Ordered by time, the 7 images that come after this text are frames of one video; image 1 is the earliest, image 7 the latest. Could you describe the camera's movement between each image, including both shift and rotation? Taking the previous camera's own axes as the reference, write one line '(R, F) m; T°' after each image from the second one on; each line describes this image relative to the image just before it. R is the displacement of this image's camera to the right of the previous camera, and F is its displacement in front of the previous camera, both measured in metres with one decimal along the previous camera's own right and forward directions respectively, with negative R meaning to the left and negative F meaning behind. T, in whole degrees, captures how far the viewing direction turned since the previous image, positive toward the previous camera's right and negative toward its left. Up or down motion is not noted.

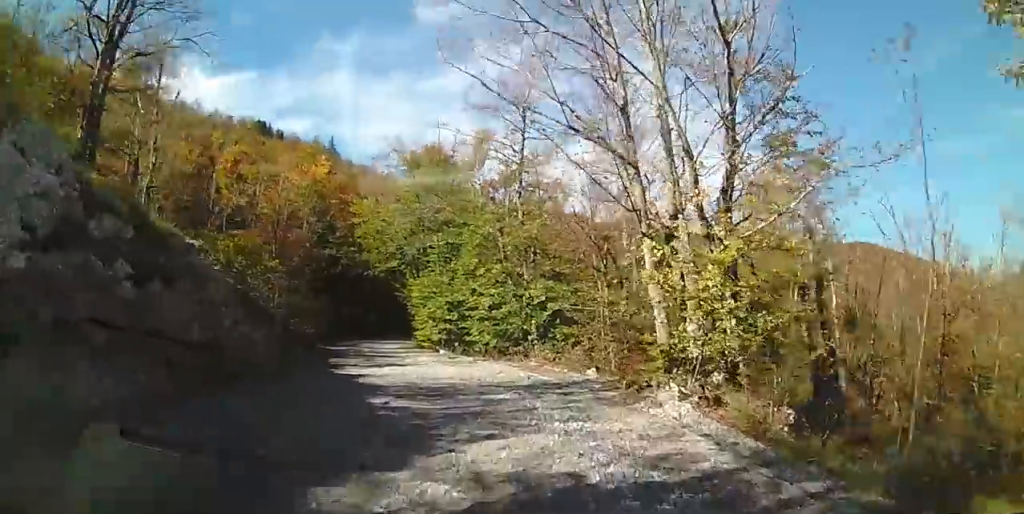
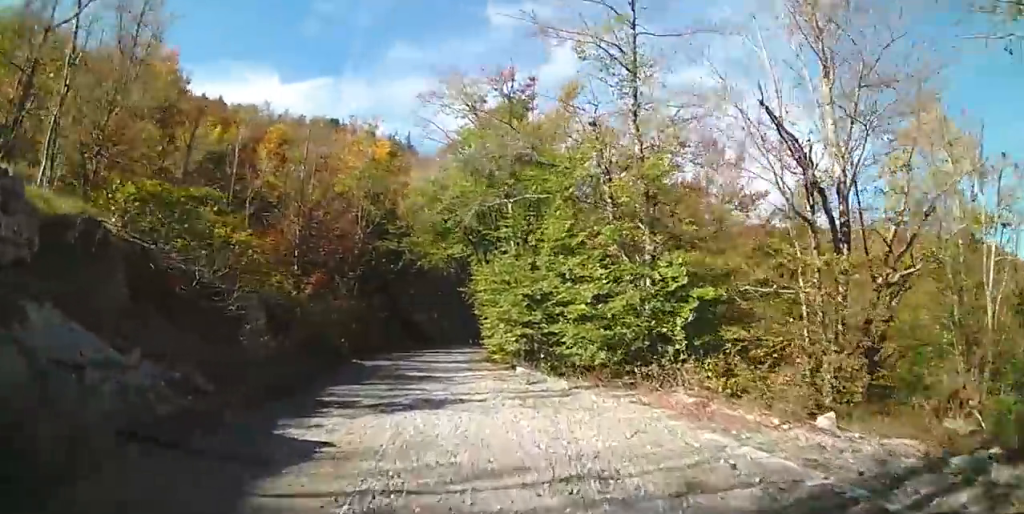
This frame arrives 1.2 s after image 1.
(-1.0, +8.4) m; -14°
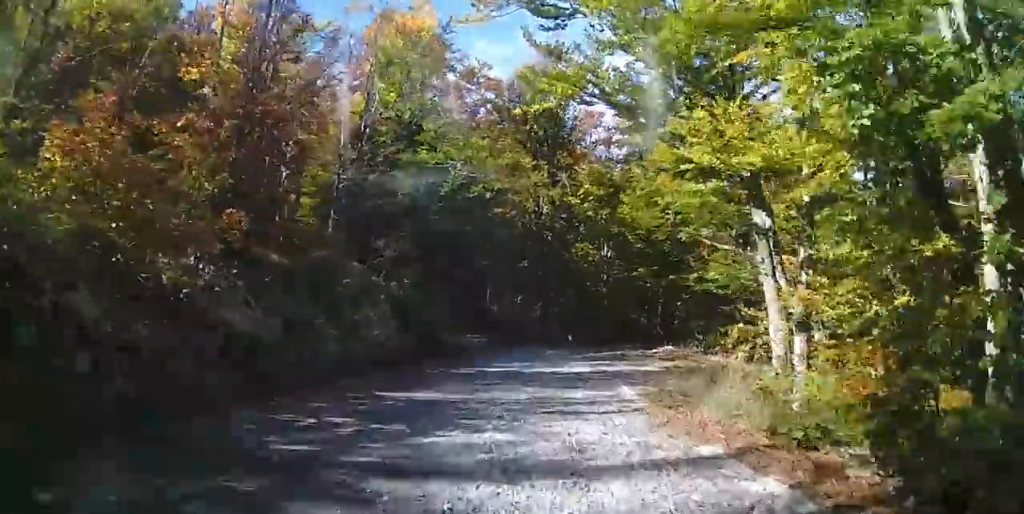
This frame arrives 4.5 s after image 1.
(-3.3, +22.5) m; -13°
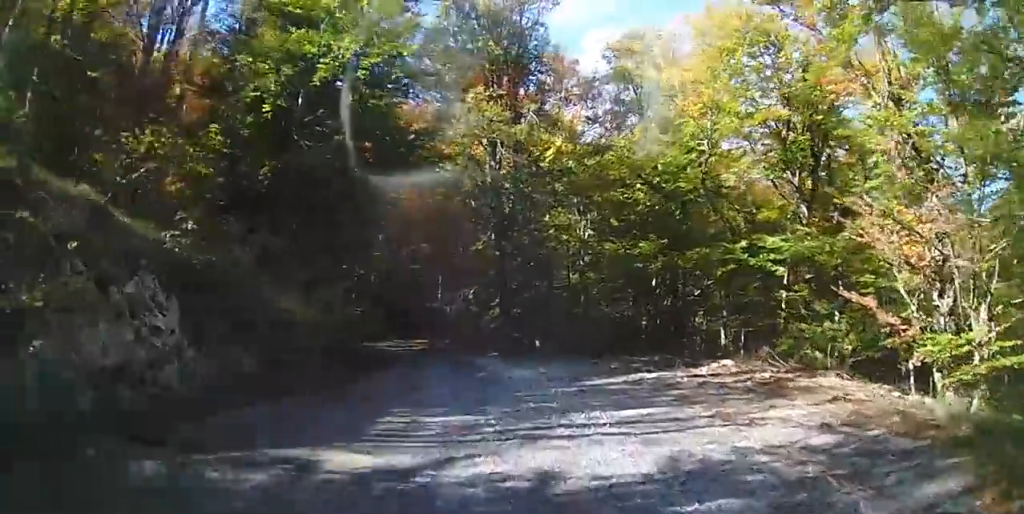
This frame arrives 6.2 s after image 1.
(+0.2, +10.3) m; +3°
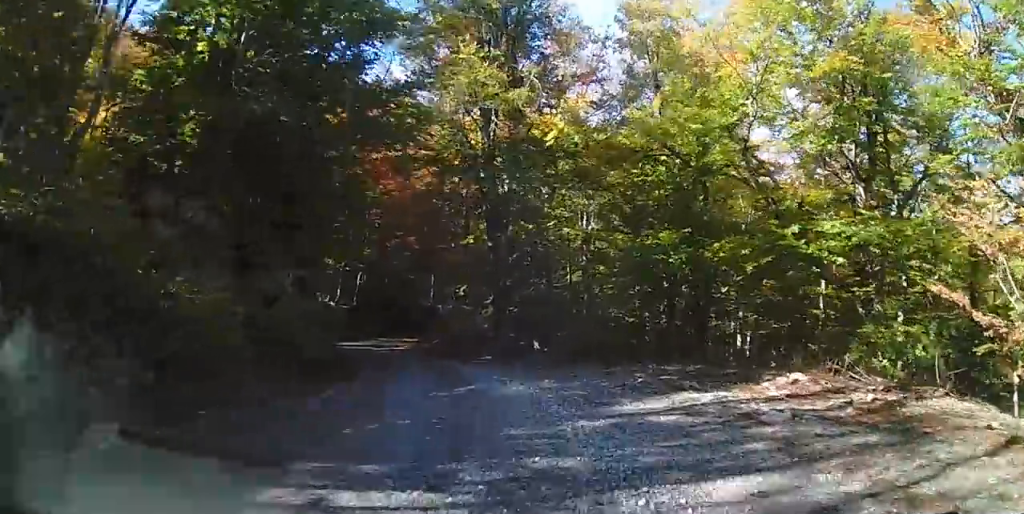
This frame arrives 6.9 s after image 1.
(0.0, +3.5) m; 0°
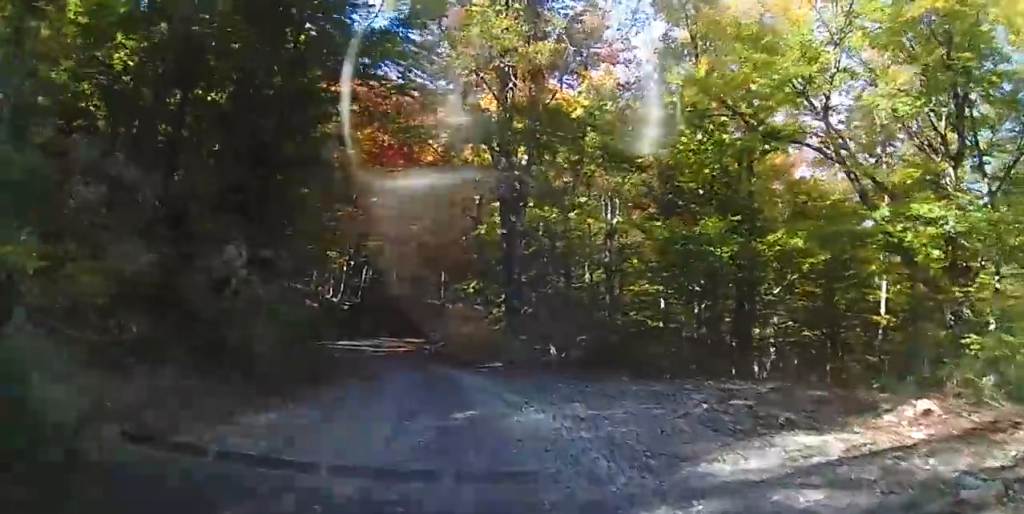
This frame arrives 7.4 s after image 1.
(0.0, +3.2) m; -2°
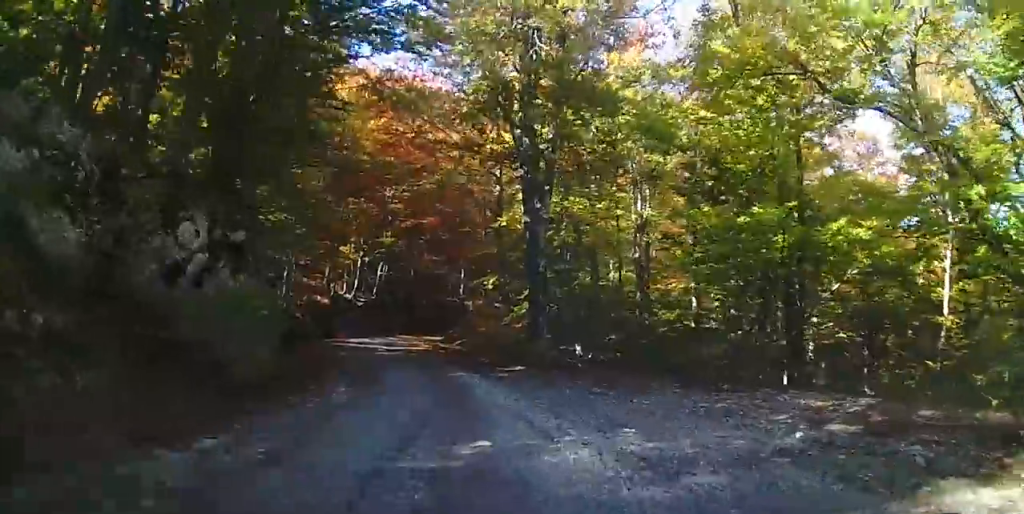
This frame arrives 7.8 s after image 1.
(+0.1, +2.3) m; -2°
